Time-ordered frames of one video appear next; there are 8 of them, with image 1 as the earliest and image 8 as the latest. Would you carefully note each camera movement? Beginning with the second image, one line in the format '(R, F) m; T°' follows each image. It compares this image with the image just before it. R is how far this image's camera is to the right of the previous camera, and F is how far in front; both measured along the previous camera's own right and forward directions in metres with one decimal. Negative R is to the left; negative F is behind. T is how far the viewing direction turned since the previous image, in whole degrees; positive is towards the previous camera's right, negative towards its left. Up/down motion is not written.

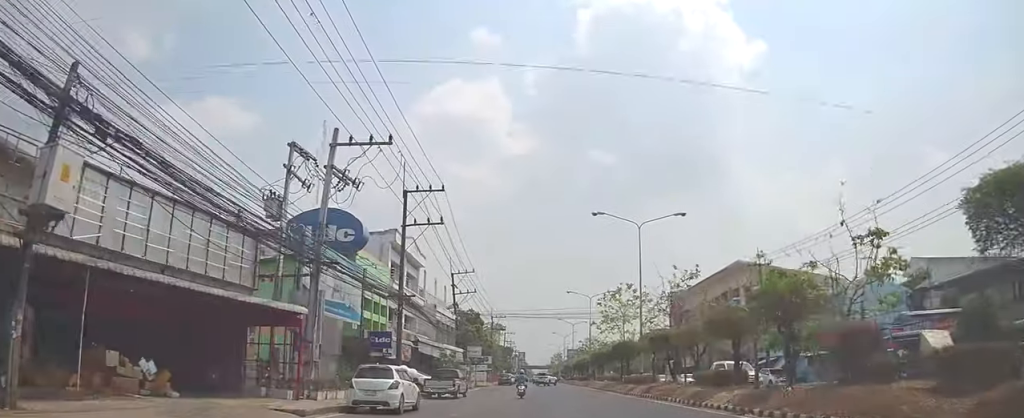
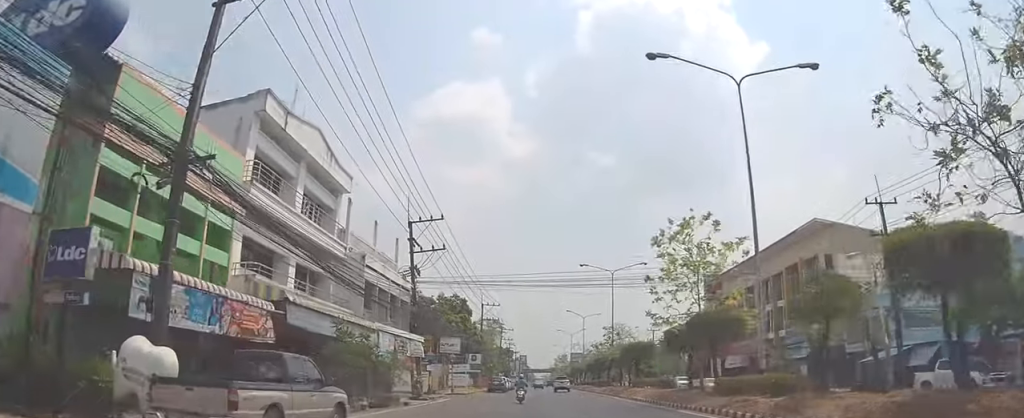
(-0.2, +20.7) m; 0°
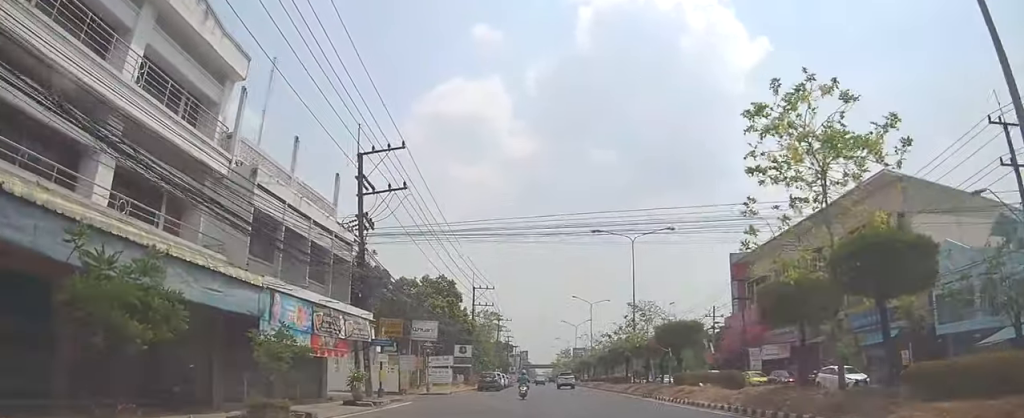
(+0.6, +11.6) m; 0°
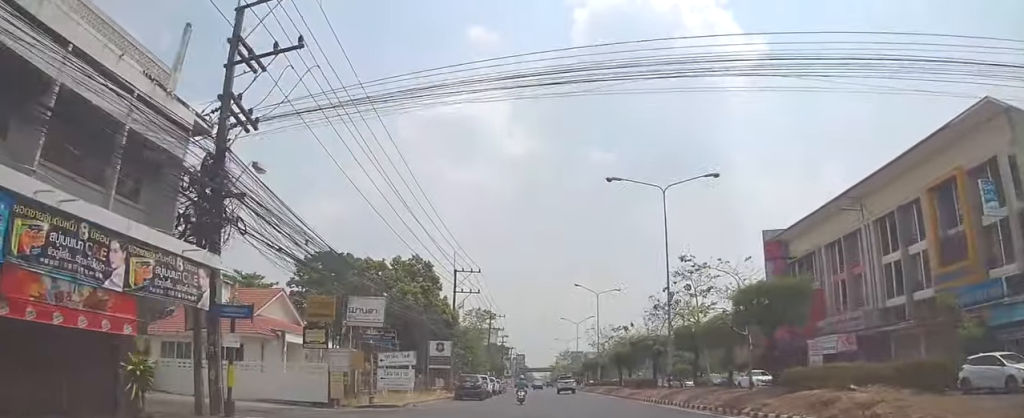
(-0.7, +12.7) m; 0°
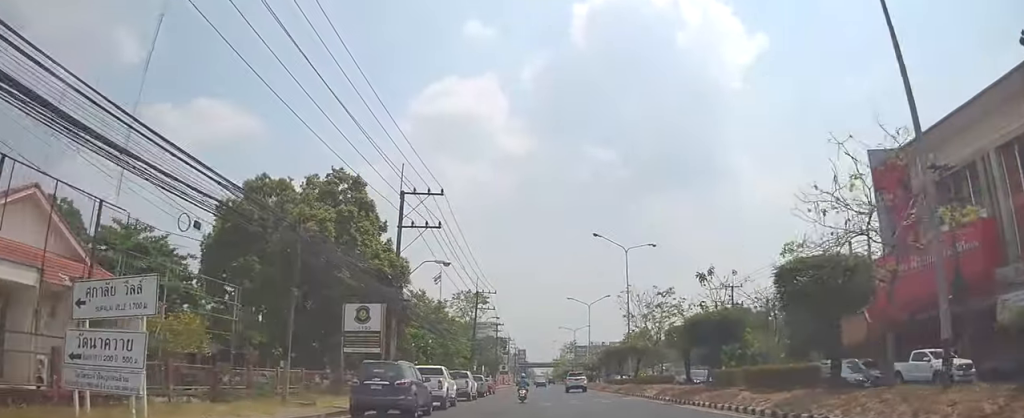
(+0.5, +22.3) m; 0°
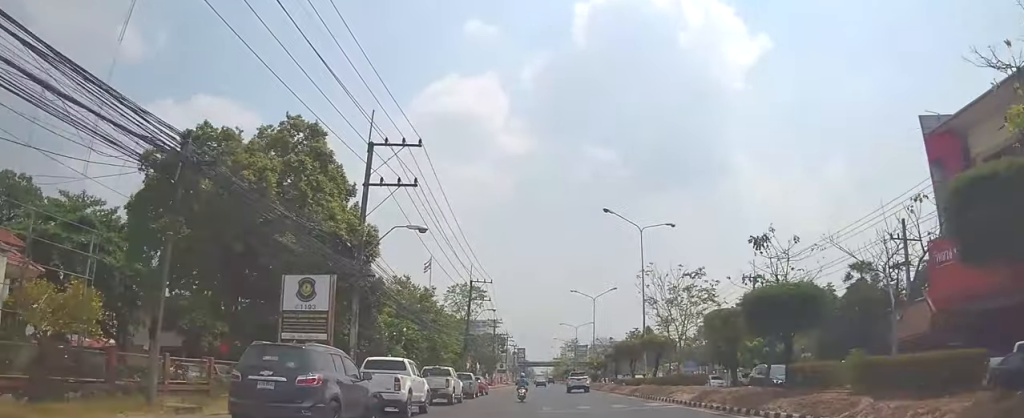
(-0.3, +7.0) m; 0°
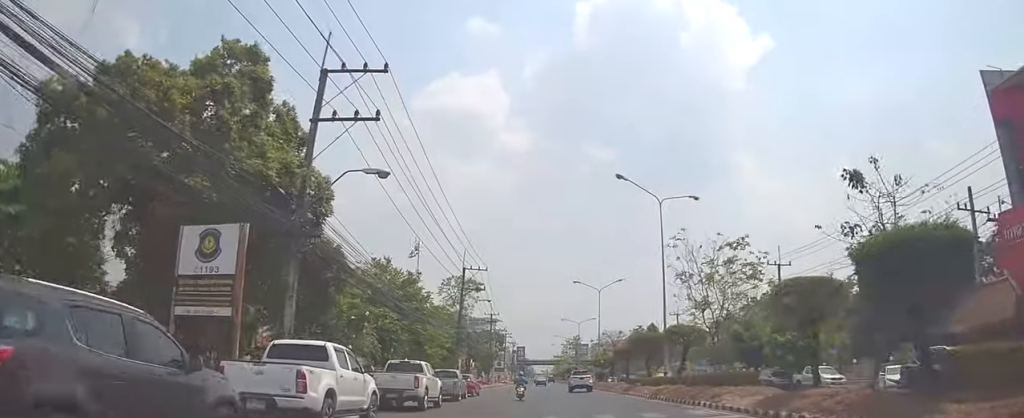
(+0.4, +6.7) m; 0°
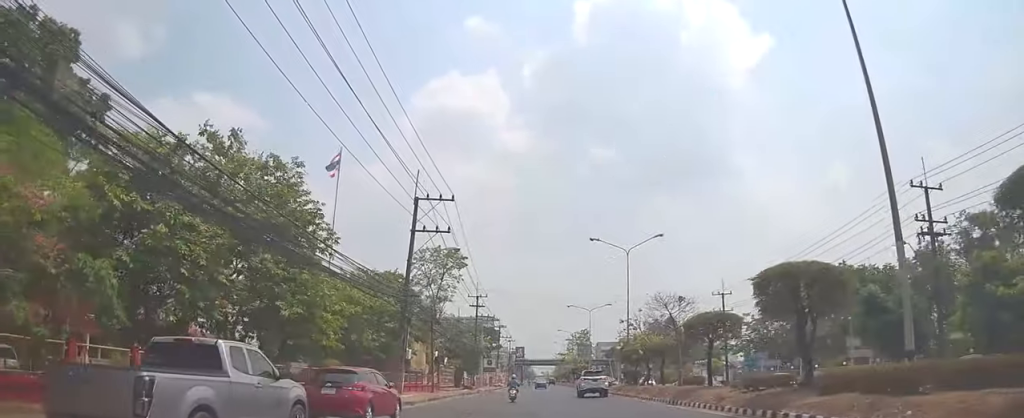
(-0.7, +23.6) m; -3°
